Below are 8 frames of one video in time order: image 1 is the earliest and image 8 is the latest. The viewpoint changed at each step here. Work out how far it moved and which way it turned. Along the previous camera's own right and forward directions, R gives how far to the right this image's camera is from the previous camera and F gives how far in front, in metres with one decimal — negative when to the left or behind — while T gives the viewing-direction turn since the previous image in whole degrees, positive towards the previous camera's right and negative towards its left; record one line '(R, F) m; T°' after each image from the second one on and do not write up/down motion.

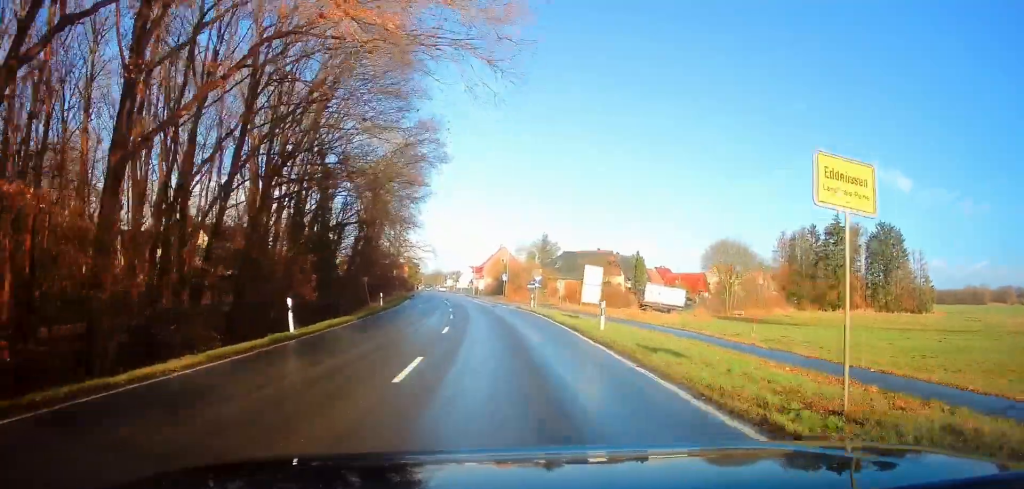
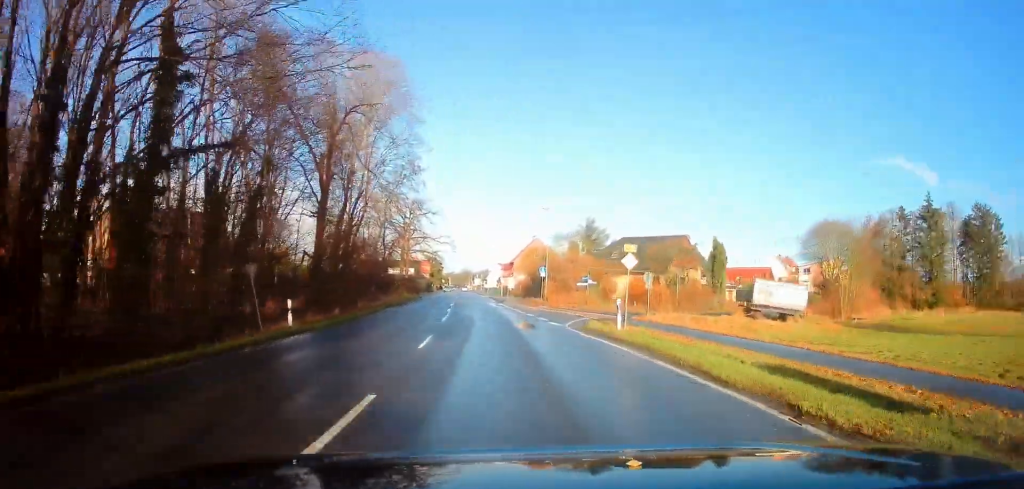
(-1.1, +21.9) m; -4°
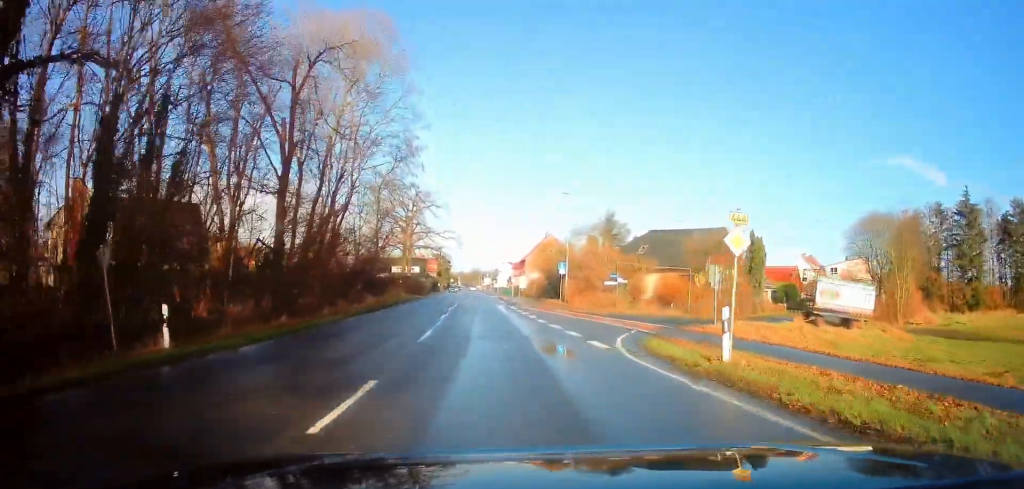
(-0.2, +8.0) m; -1°
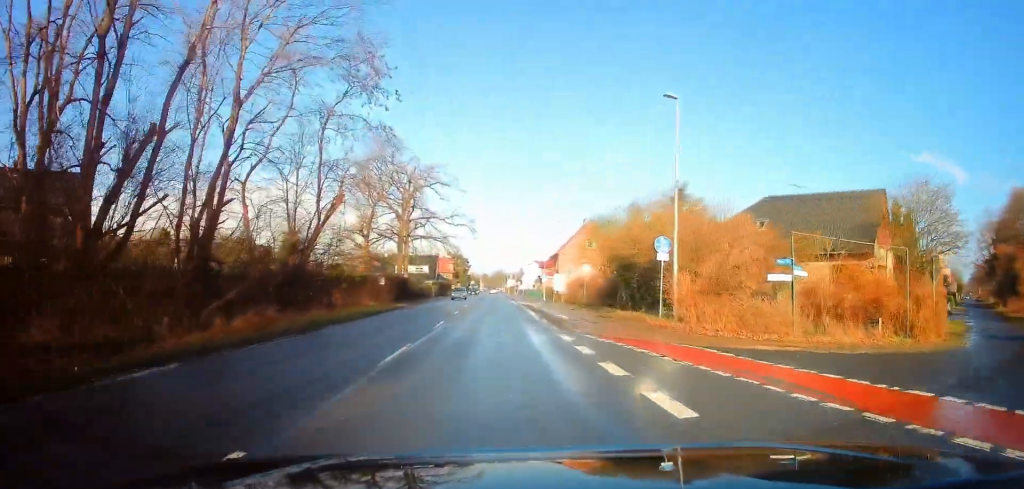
(-0.3, +22.0) m; -1°
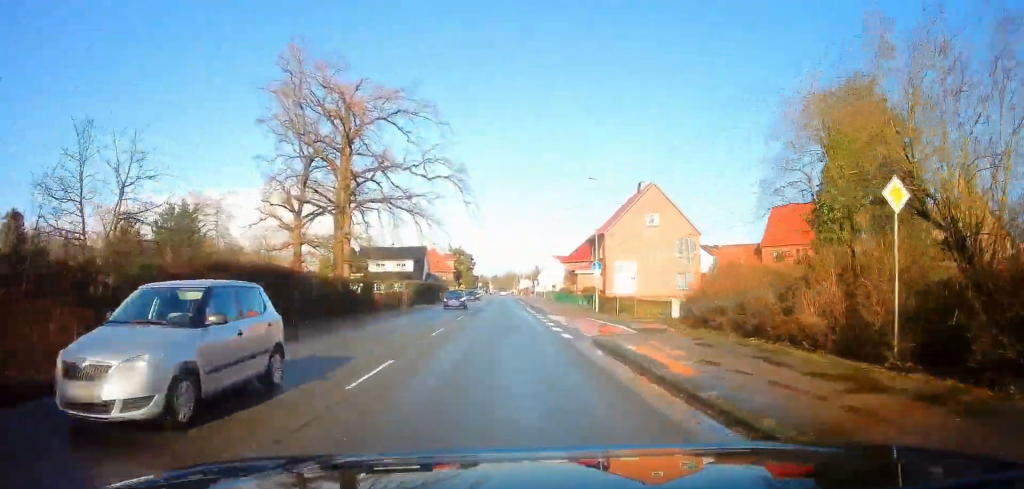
(-0.7, +29.3) m; -2°
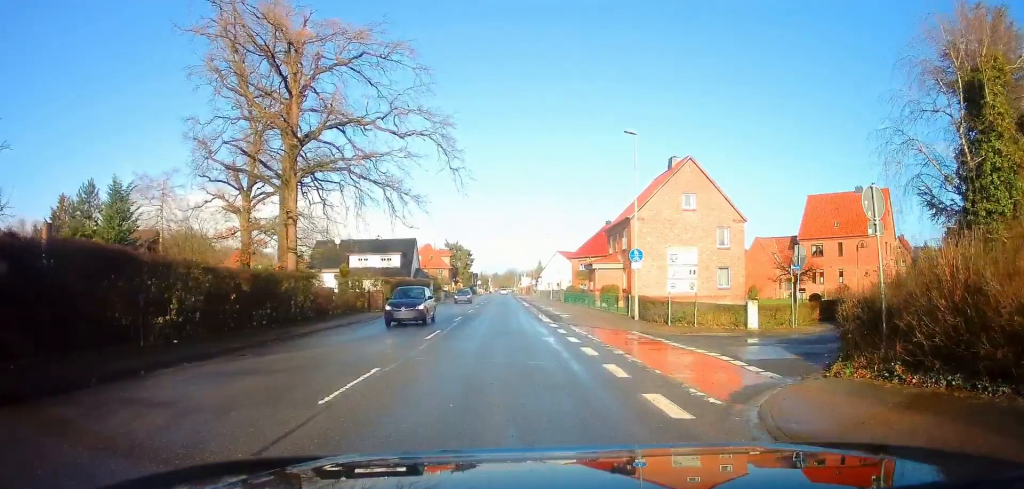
(-0.2, +10.2) m; 0°
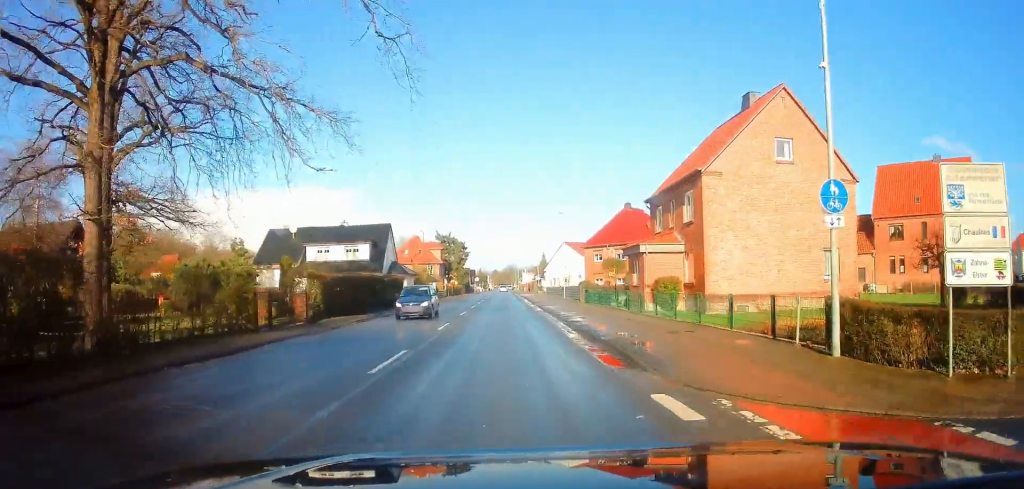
(+0.2, +15.2) m; 0°
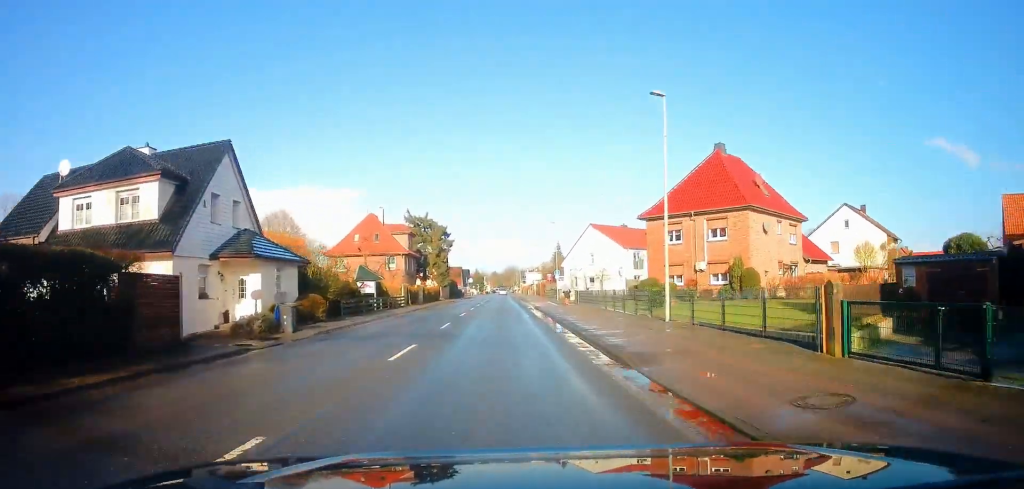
(-0.1, +33.6) m; 0°
